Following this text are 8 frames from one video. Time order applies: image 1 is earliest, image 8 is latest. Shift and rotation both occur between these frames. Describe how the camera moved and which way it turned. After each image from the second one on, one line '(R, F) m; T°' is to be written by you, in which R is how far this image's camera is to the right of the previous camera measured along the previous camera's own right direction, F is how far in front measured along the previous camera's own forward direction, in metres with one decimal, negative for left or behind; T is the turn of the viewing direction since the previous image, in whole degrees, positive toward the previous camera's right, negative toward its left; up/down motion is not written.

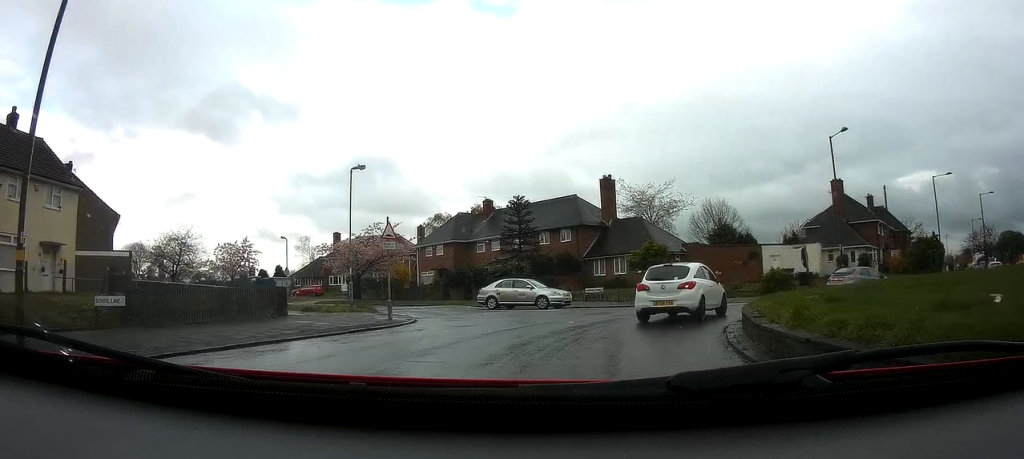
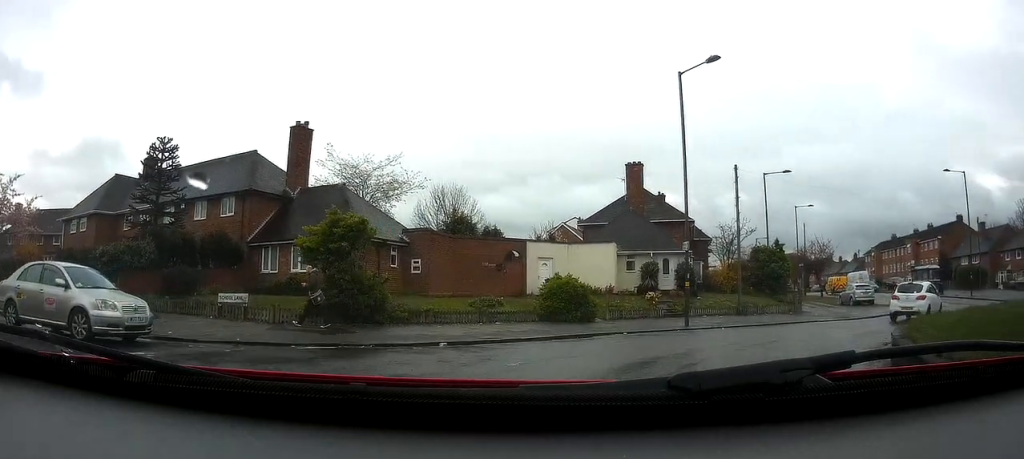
(+2.3, +16.6) m; +24°
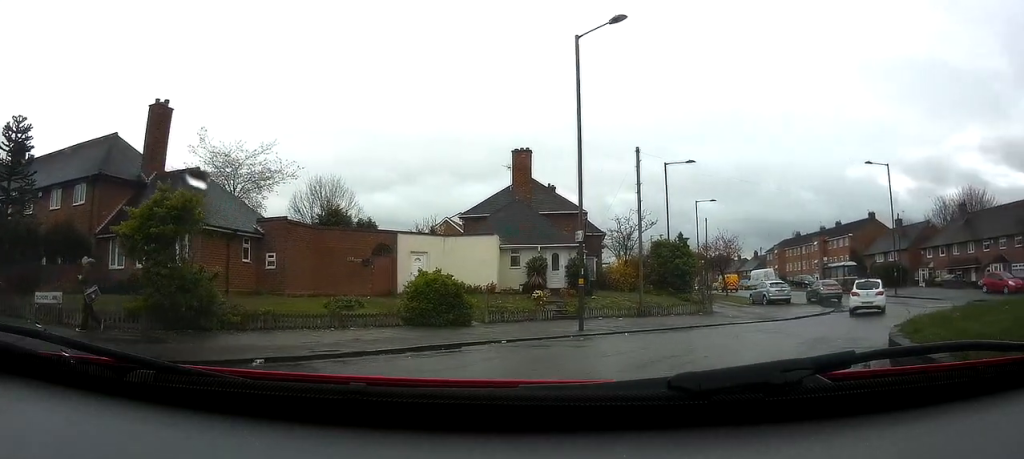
(+0.5, +3.5) m; +11°
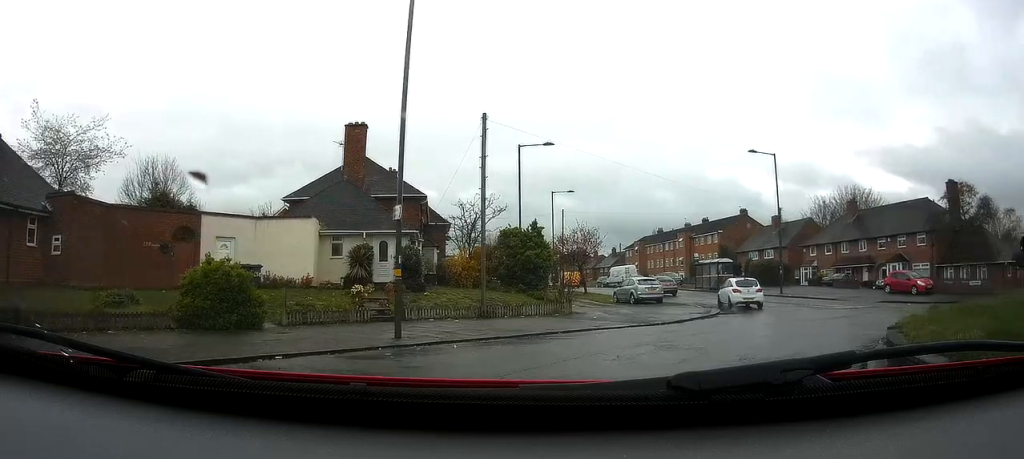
(+0.5, +4.6) m; +15°
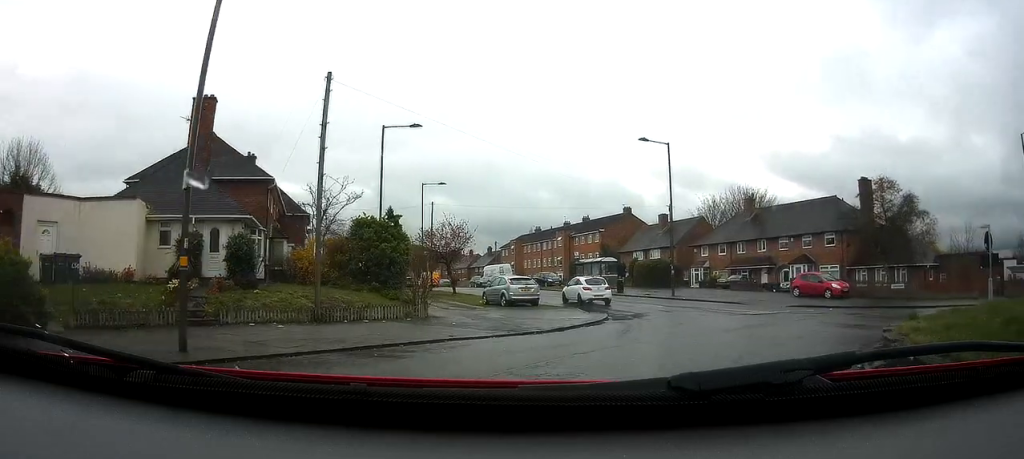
(+0.1, +4.0) m; +13°
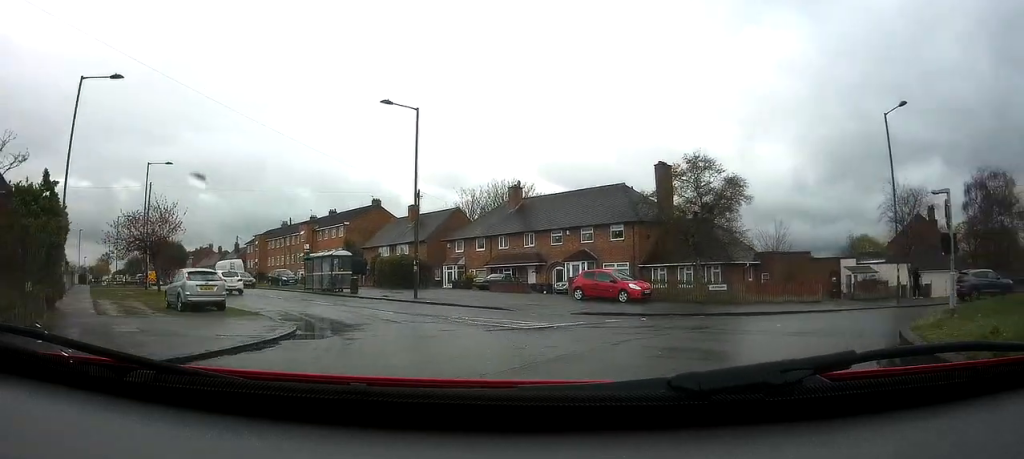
(+2.1, +7.9) m; +25°
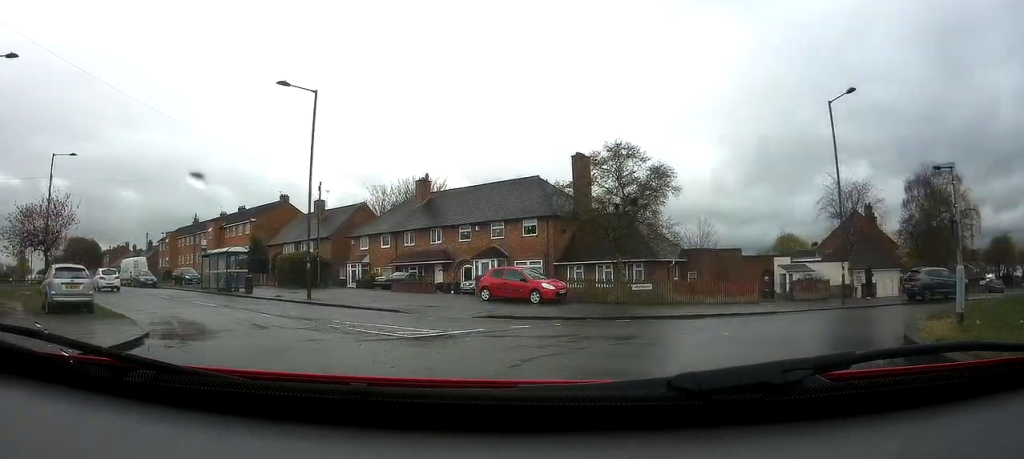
(+0.3, +2.9) m; +7°
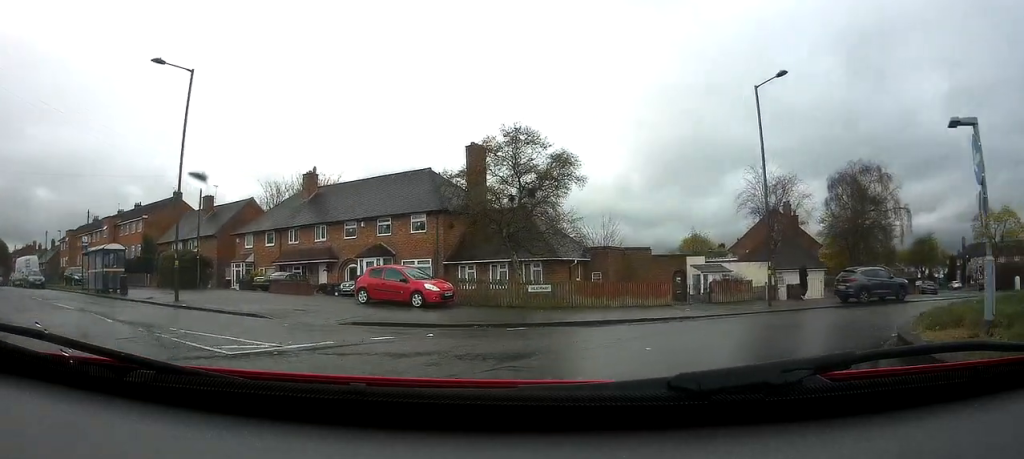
(+0.1, +3.1) m; +8°
